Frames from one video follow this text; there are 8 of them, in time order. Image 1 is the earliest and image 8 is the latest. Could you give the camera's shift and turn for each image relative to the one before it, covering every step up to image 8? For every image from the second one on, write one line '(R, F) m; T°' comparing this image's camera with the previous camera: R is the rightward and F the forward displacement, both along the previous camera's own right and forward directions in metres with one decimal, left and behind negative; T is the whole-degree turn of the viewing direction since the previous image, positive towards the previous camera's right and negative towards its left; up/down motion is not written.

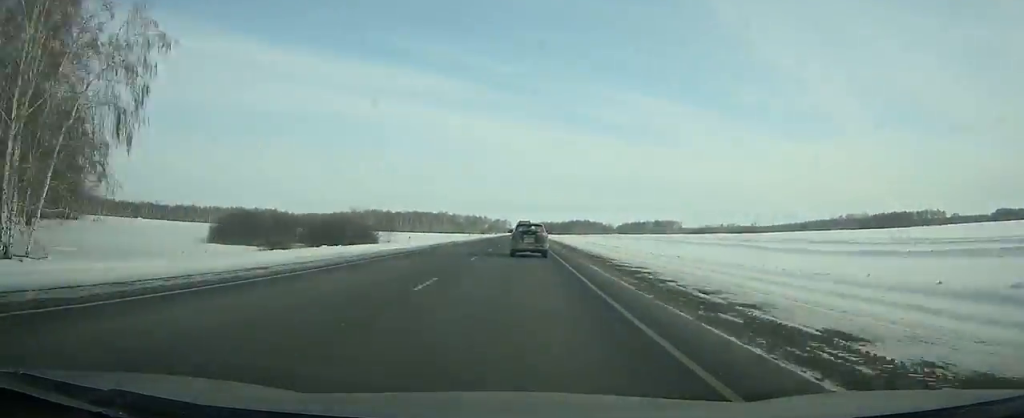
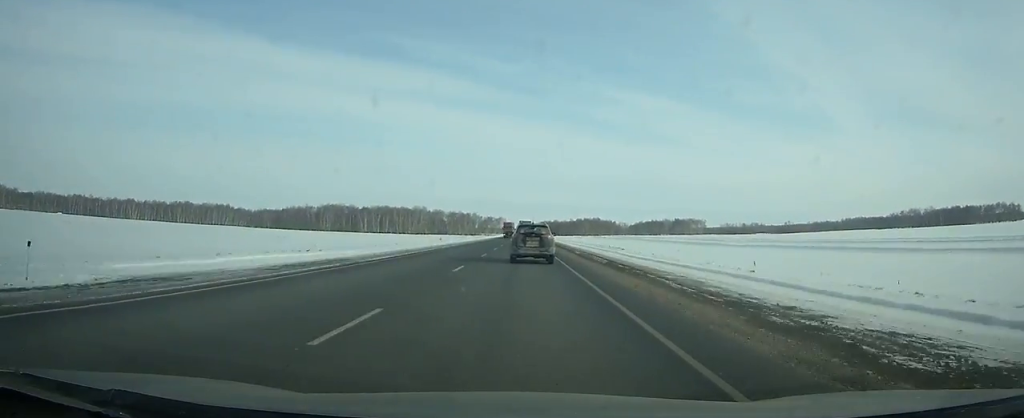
(+0.5, +138.9) m; 0°
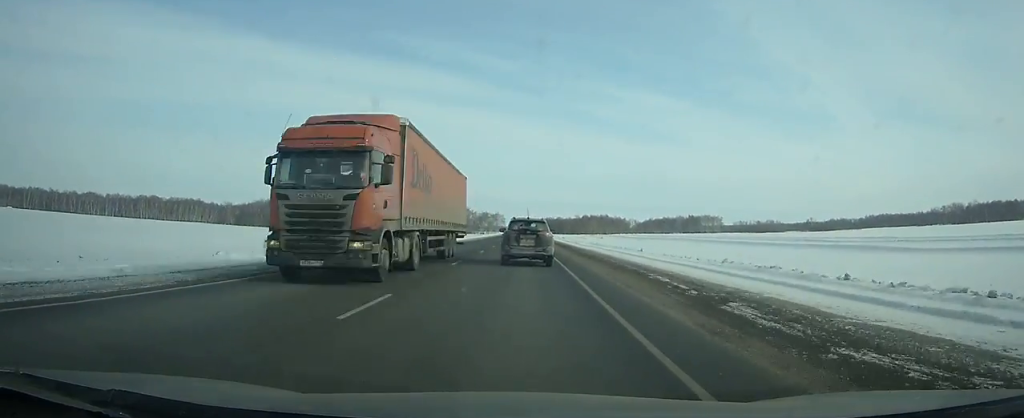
(0.0, +68.9) m; 0°
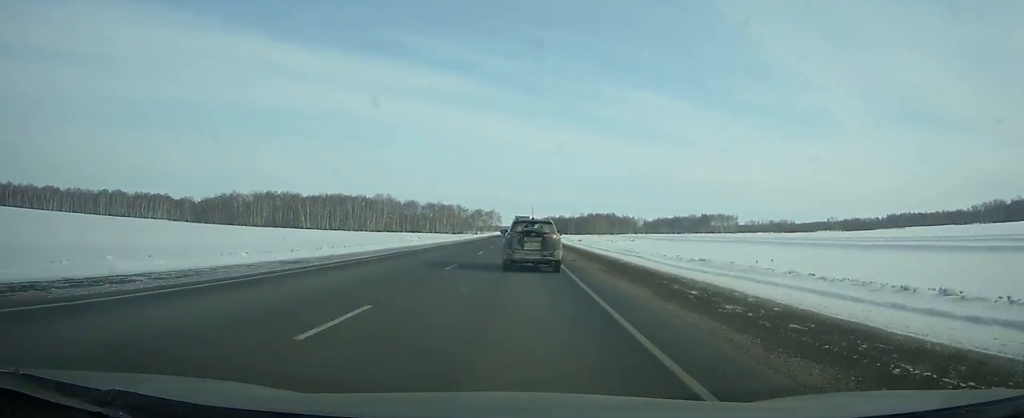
(-0.1, +59.8) m; 0°
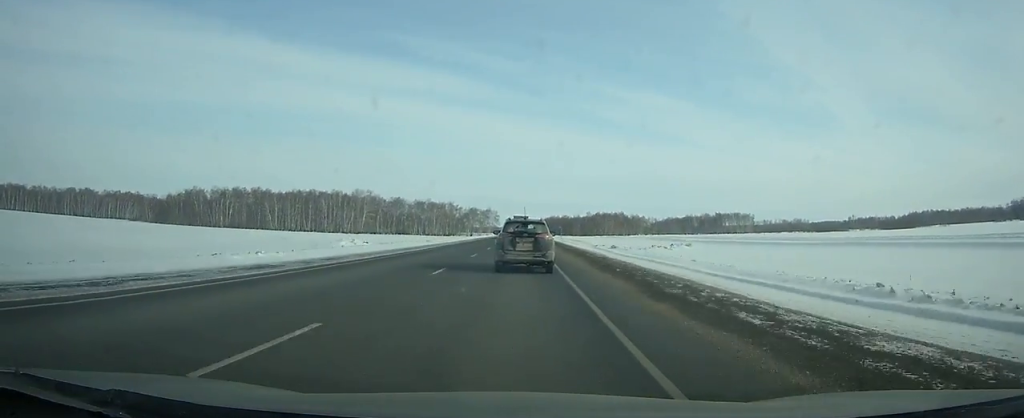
(0.0, +51.1) m; 0°
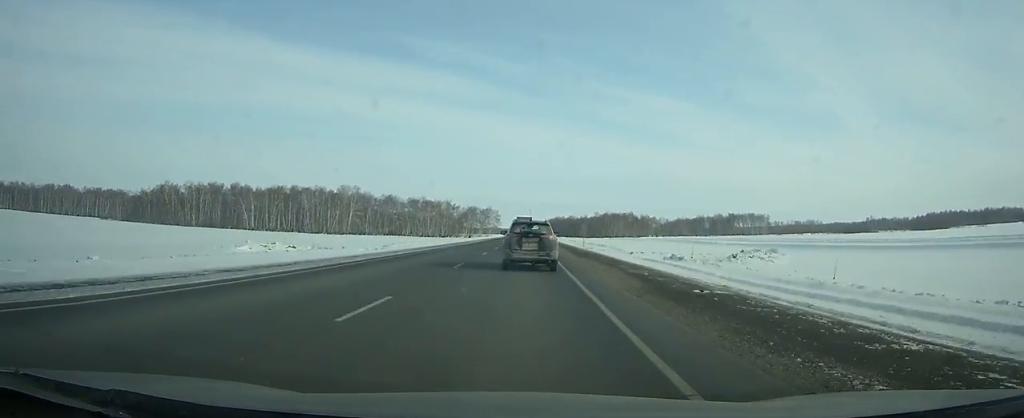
(-0.1, +32.7) m; 0°
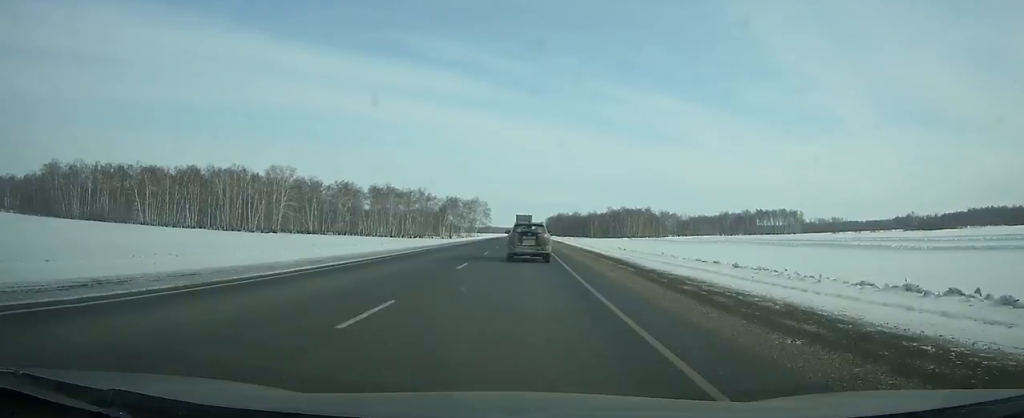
(-0.2, +87.7) m; 0°
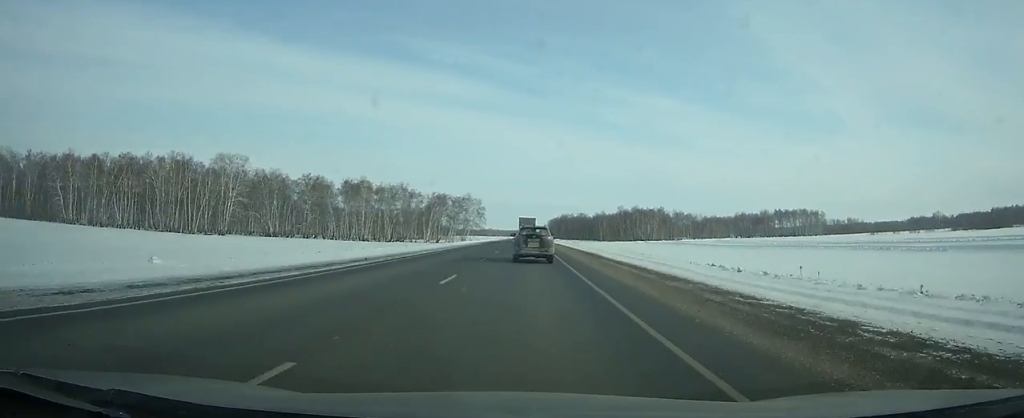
(0.0, +40.1) m; 0°
